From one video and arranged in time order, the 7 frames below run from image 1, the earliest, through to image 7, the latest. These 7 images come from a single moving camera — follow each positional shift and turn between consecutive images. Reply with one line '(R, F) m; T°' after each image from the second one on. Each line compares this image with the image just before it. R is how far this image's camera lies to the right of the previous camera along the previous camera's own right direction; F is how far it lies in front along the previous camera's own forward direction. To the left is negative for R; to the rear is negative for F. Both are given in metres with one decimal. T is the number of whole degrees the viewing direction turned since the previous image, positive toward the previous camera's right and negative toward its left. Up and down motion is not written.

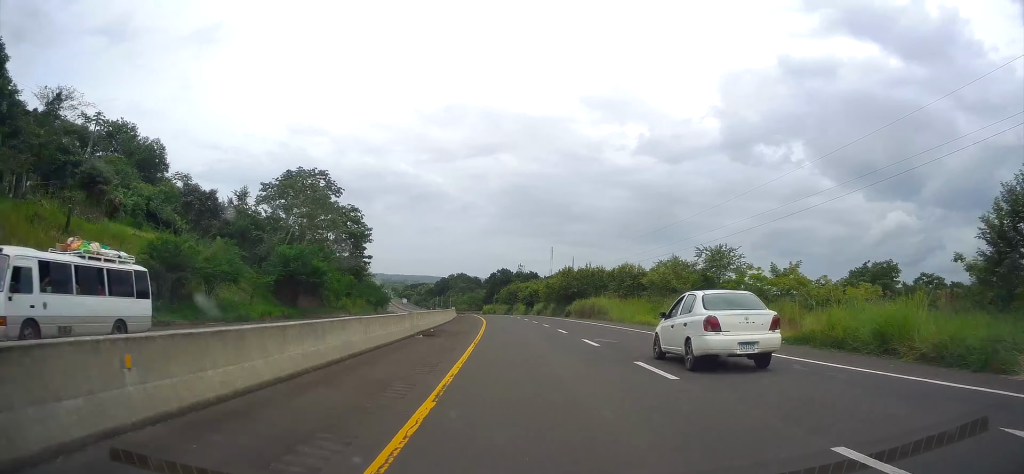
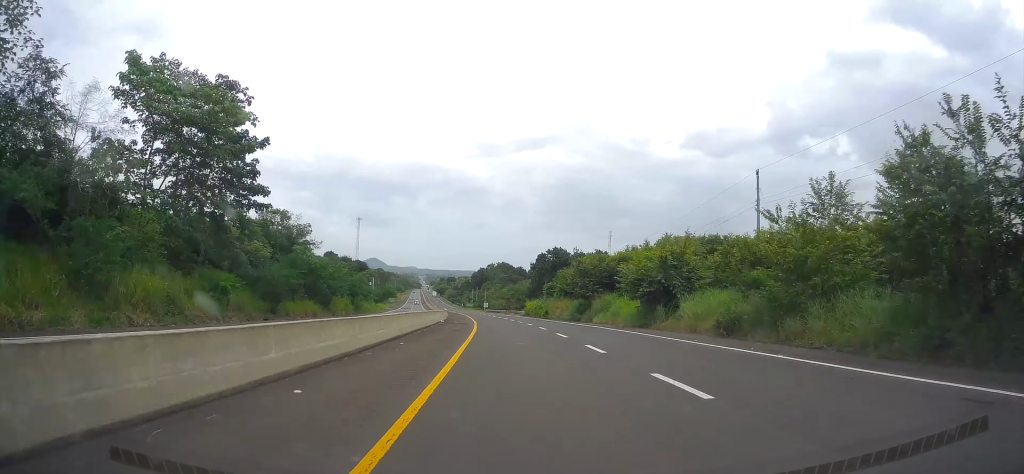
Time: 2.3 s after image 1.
(-2.6, +65.5) m; -5°
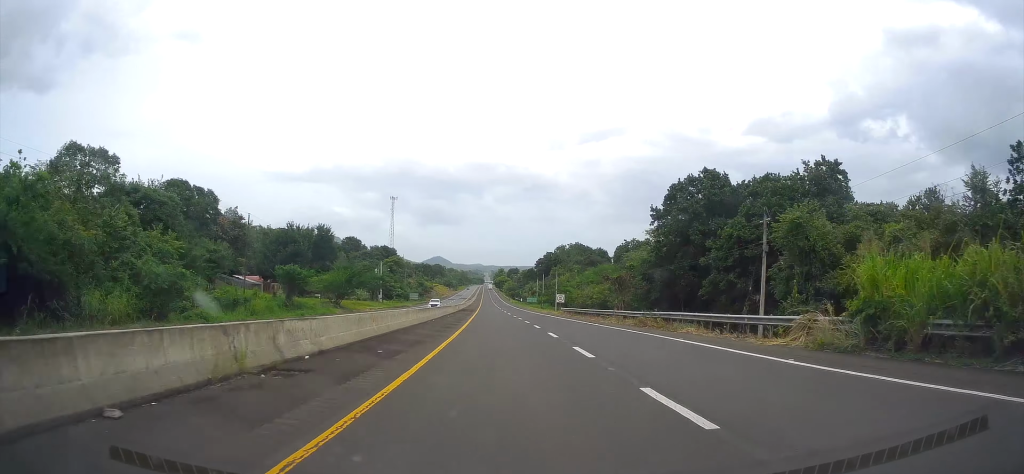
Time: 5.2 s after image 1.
(-4.2, +80.9) m; -7°
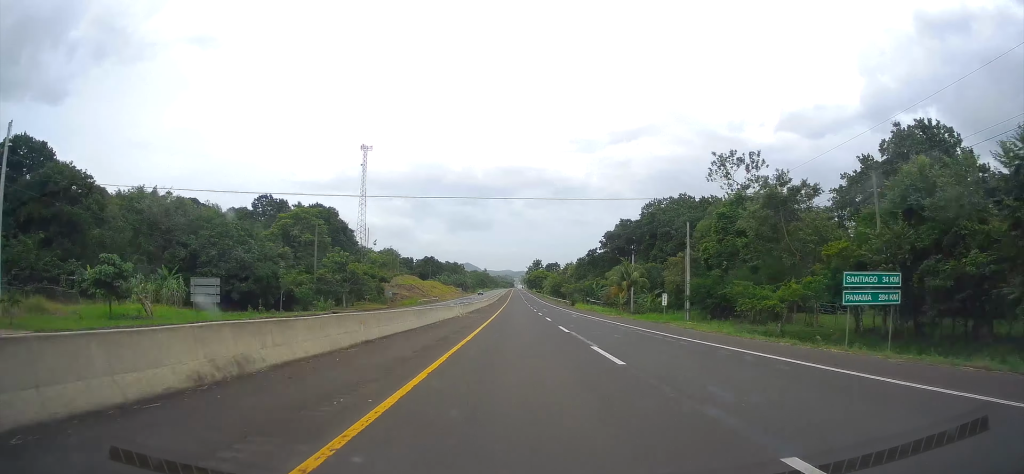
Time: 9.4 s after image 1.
(-8.3, +124.6) m; -5°
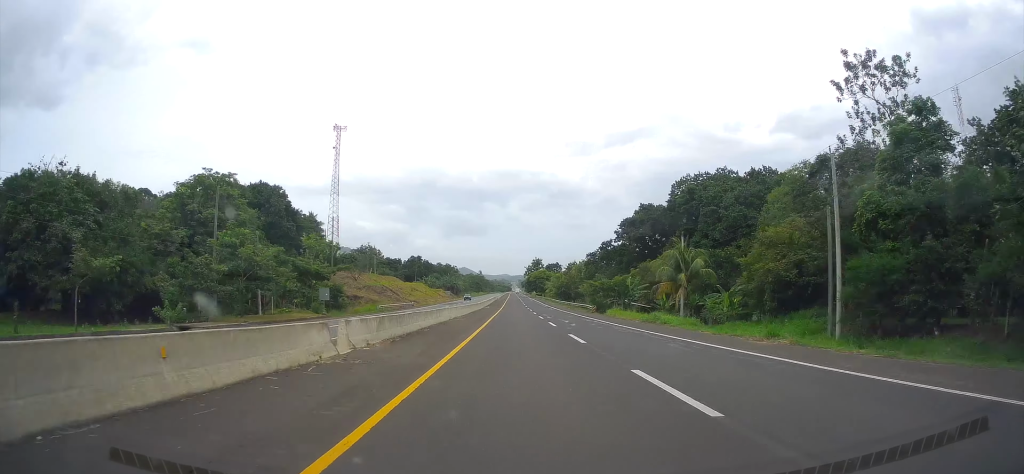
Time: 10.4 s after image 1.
(-0.2, +29.8) m; 0°
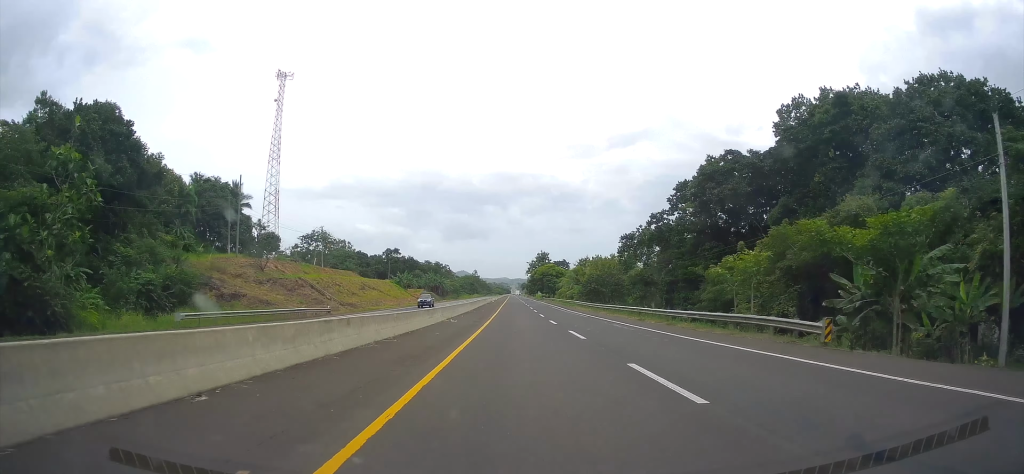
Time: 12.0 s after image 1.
(+0.1, +47.5) m; 0°
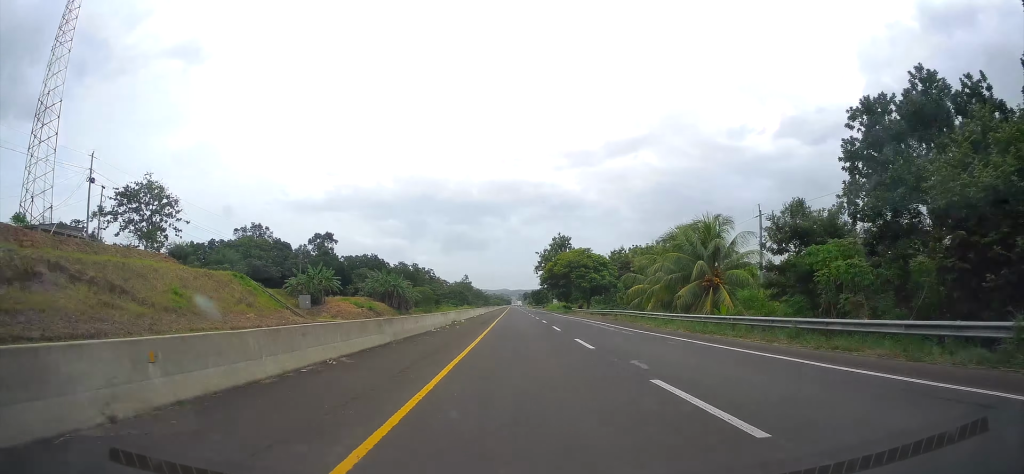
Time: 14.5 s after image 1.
(-0.2, +75.1) m; 0°
